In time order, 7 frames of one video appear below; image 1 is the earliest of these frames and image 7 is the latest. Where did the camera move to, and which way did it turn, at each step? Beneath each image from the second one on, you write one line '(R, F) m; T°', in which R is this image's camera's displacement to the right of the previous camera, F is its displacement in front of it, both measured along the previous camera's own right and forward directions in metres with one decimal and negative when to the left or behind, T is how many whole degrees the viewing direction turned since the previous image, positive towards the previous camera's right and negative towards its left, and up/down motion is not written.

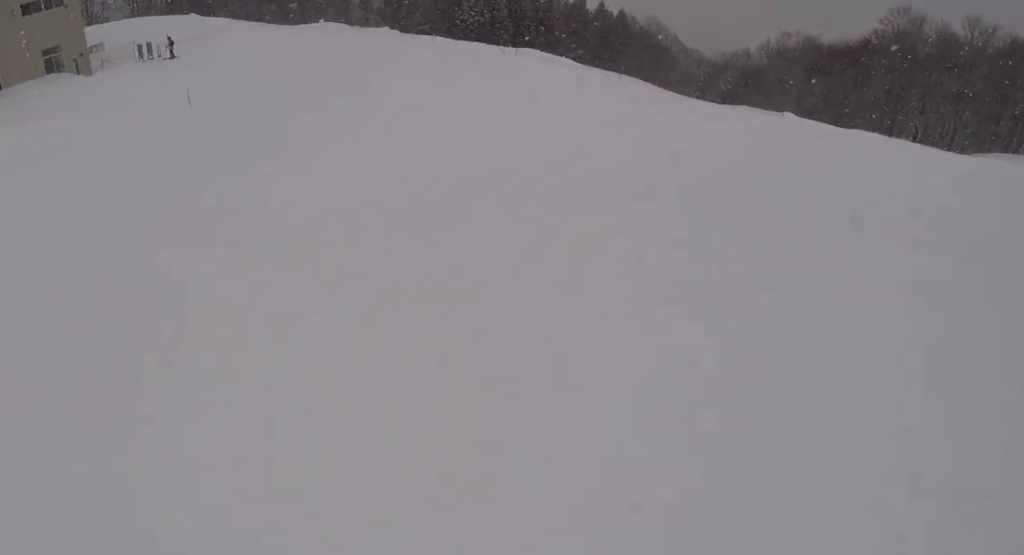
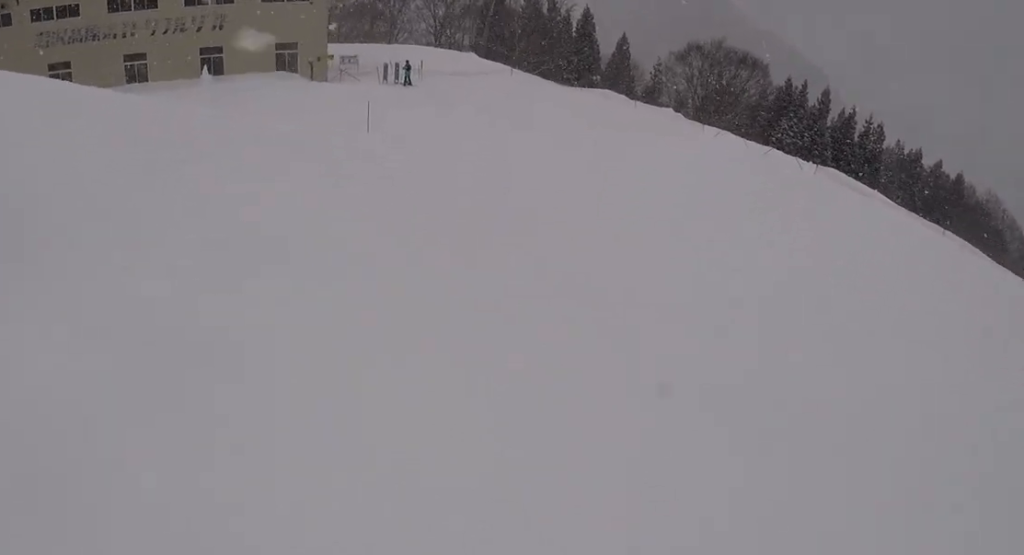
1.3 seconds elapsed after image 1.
(-2.2, +9.2) m; -23°
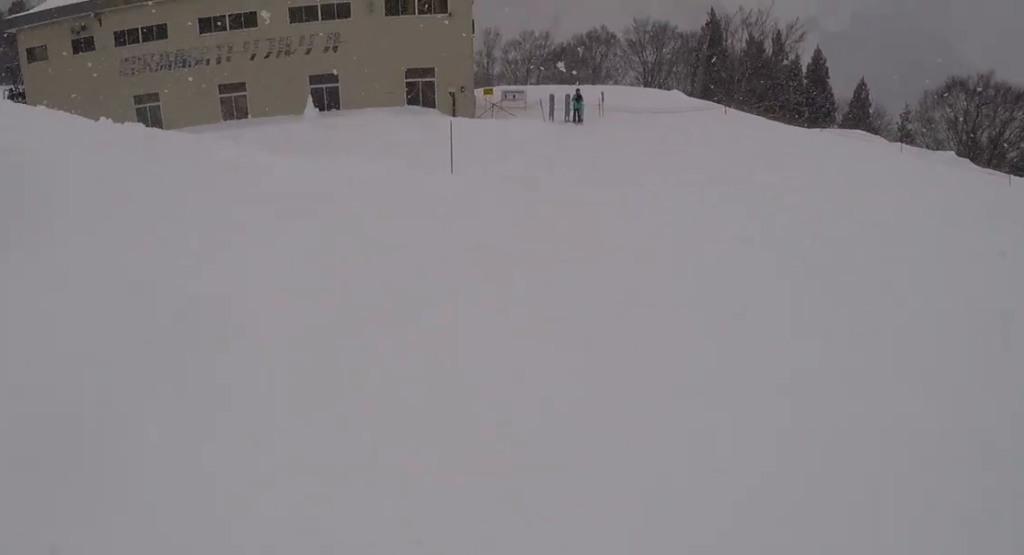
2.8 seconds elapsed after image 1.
(-1.6, +12.0) m; -18°
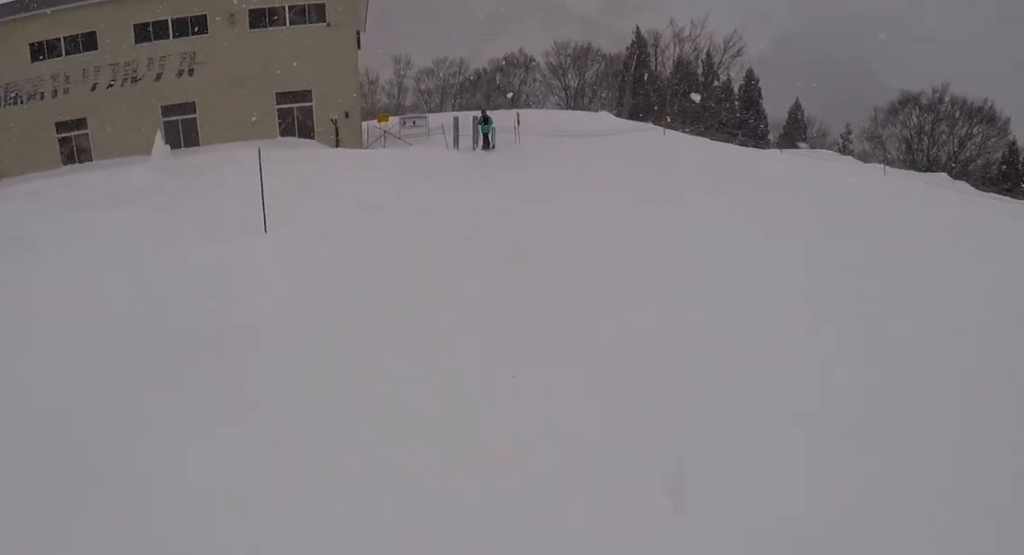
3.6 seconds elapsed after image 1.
(-0.9, +5.2) m; -8°
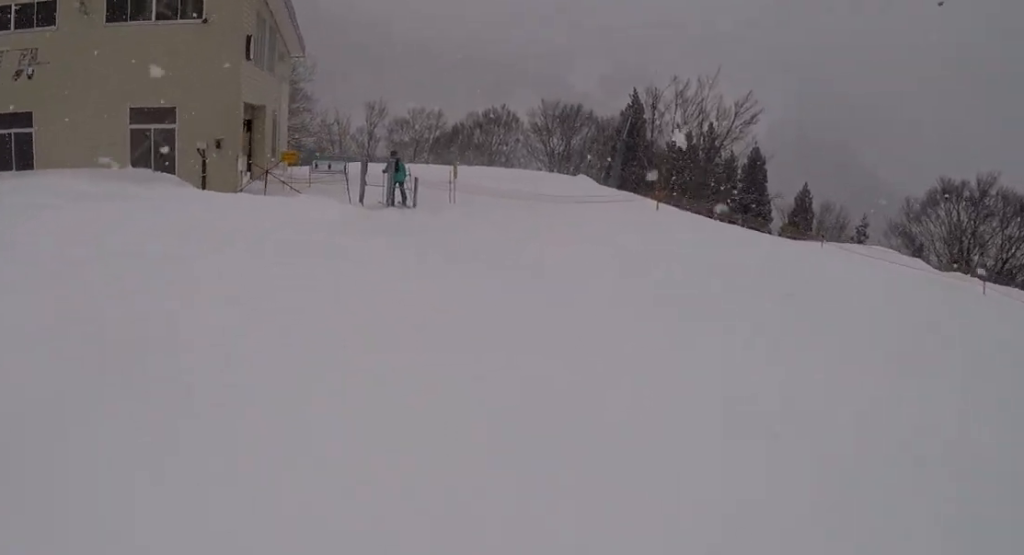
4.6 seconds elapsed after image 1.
(-0.2, +6.7) m; -2°
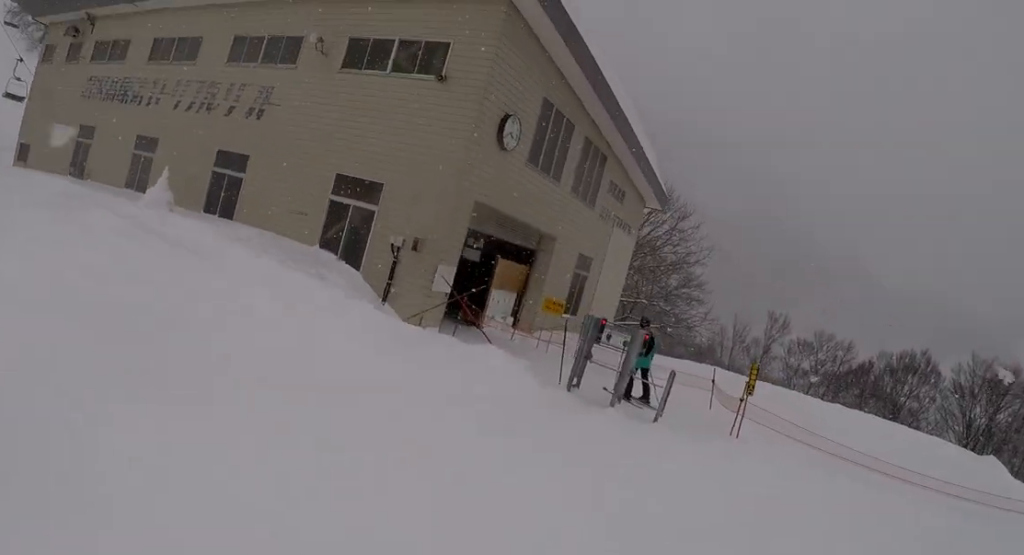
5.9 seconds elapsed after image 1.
(-0.1, +6.7) m; -8°
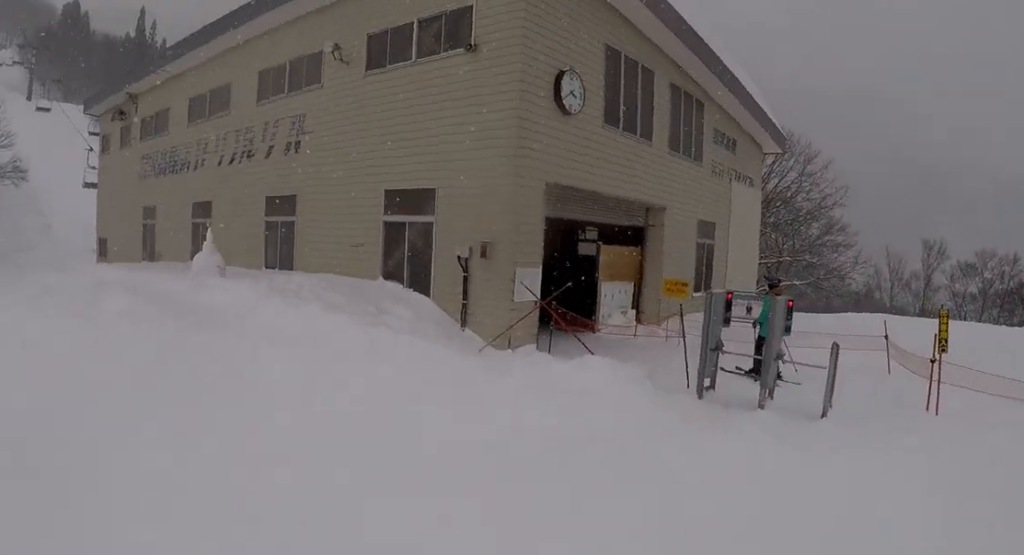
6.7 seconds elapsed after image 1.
(0.0, +2.9) m; -19°
